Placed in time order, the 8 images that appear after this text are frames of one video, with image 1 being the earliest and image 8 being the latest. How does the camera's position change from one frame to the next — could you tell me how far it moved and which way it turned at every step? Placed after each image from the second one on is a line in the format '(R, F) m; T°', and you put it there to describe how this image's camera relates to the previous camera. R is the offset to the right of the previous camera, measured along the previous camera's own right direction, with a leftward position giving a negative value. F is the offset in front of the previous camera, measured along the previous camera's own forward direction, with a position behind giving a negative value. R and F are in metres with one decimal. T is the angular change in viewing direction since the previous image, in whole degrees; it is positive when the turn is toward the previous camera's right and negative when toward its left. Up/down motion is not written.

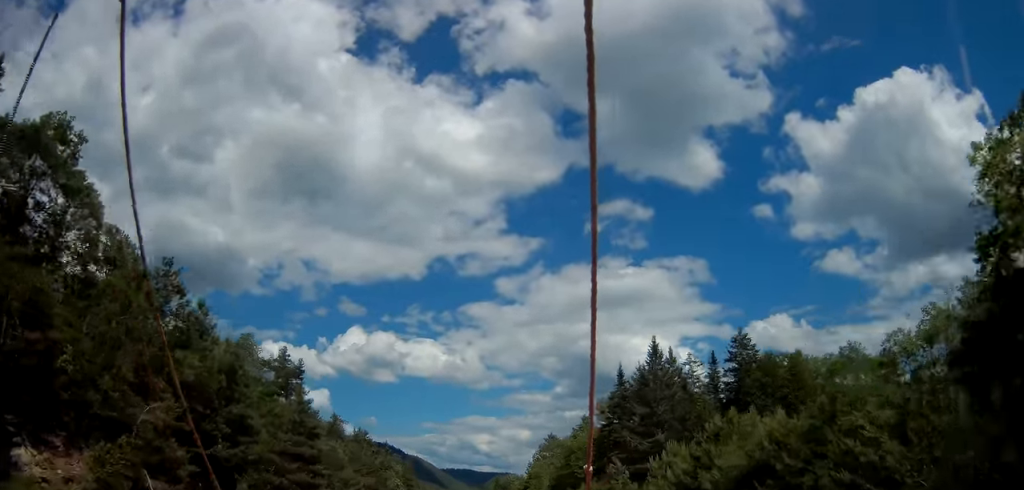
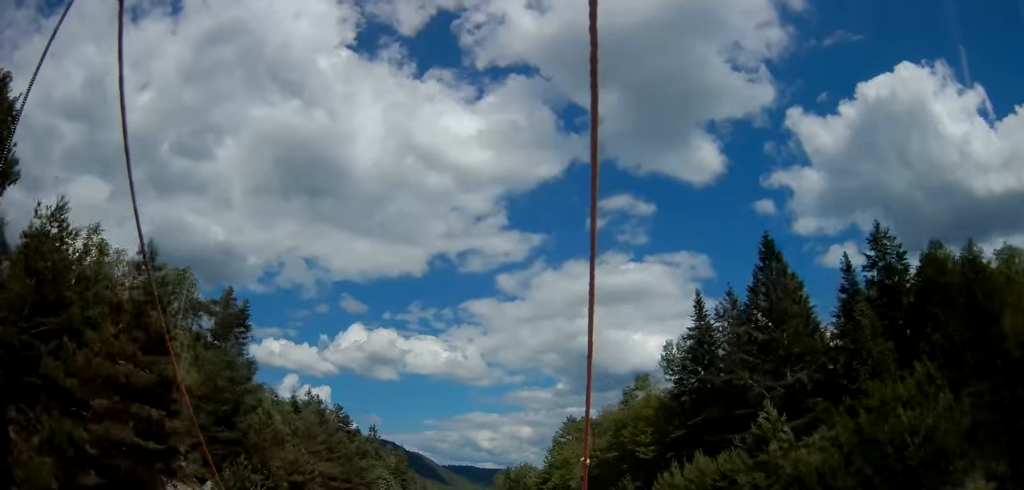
(-0.2, +24.6) m; 0°
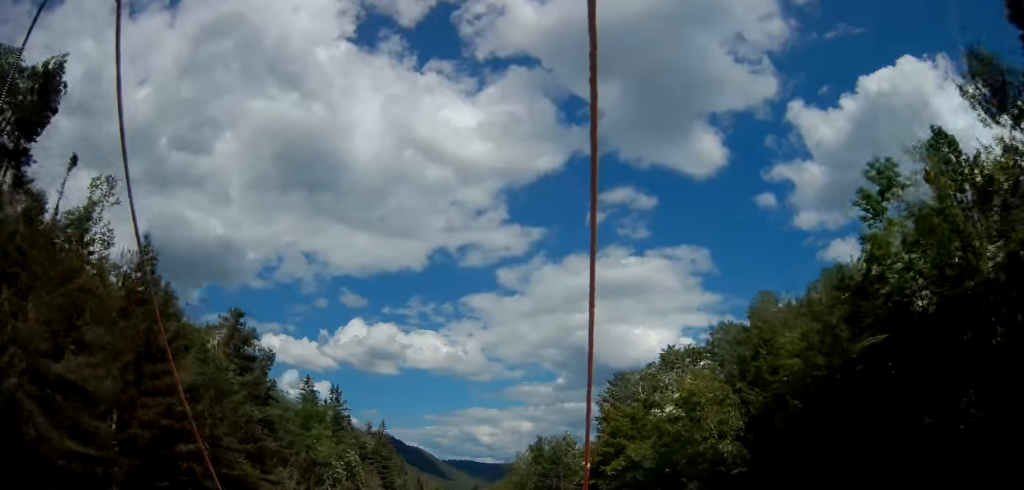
(+0.5, +39.0) m; 0°
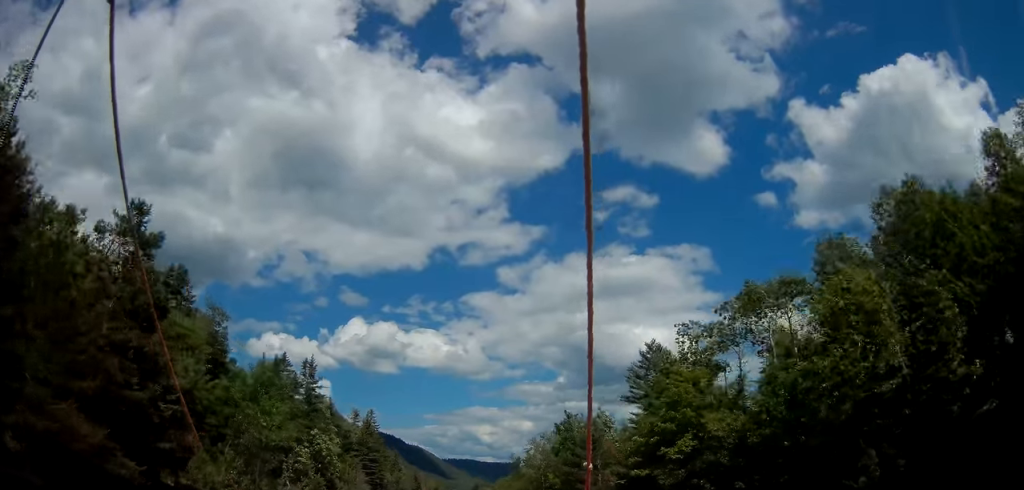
(-0.2, +16.1) m; 0°
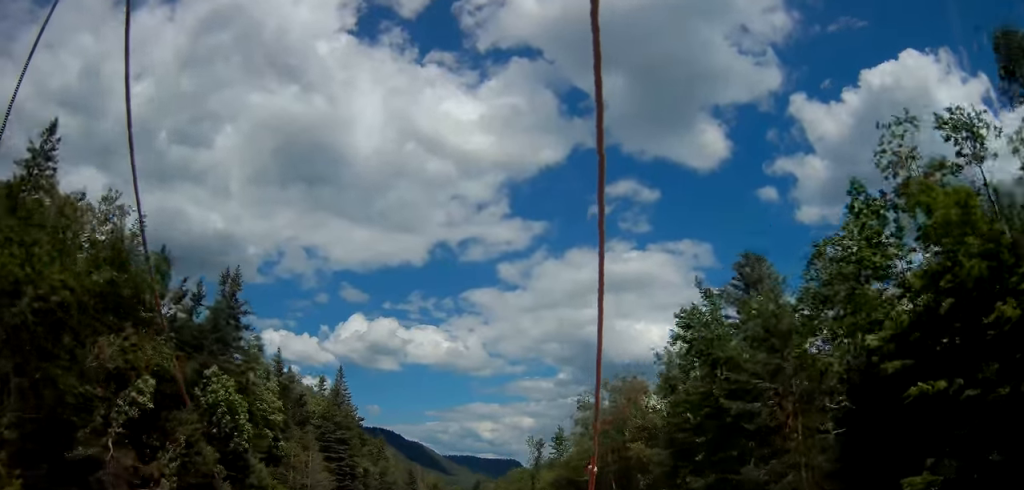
(0.0, +27.1) m; 0°
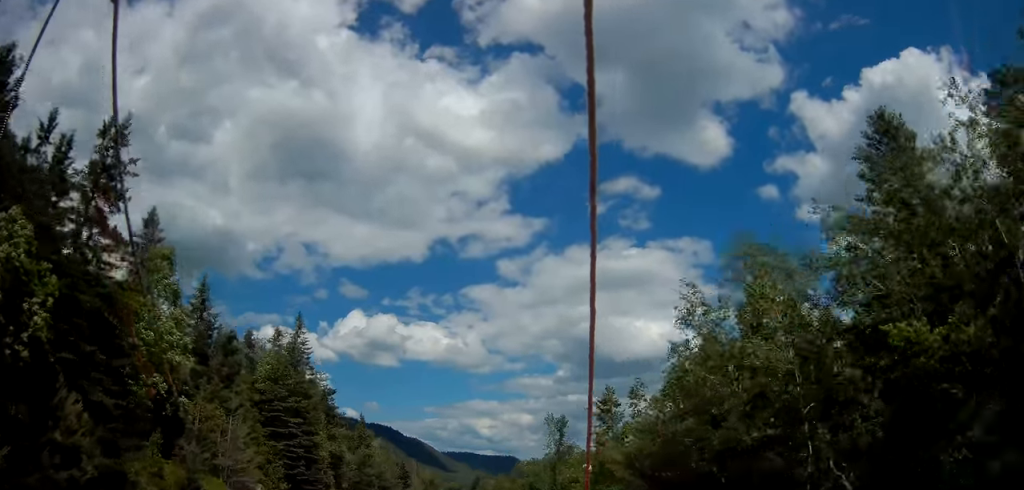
(+0.1, +20.3) m; 0°
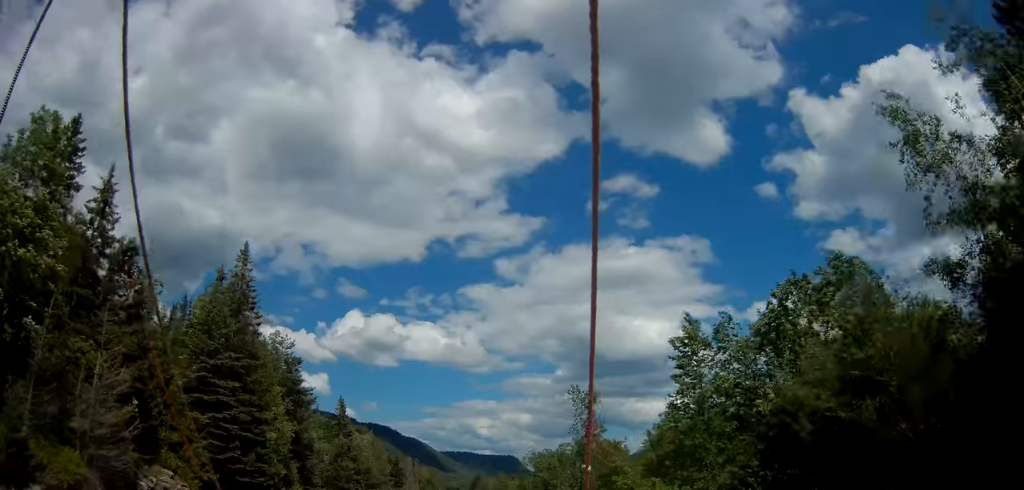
(-0.3, +15.3) m; 0°
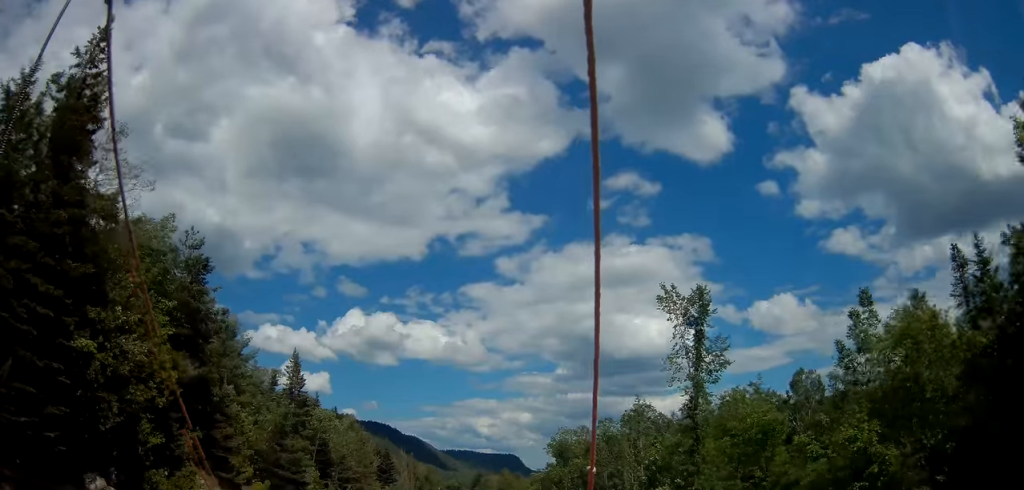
(+0.3, +23.1) m; +1°
